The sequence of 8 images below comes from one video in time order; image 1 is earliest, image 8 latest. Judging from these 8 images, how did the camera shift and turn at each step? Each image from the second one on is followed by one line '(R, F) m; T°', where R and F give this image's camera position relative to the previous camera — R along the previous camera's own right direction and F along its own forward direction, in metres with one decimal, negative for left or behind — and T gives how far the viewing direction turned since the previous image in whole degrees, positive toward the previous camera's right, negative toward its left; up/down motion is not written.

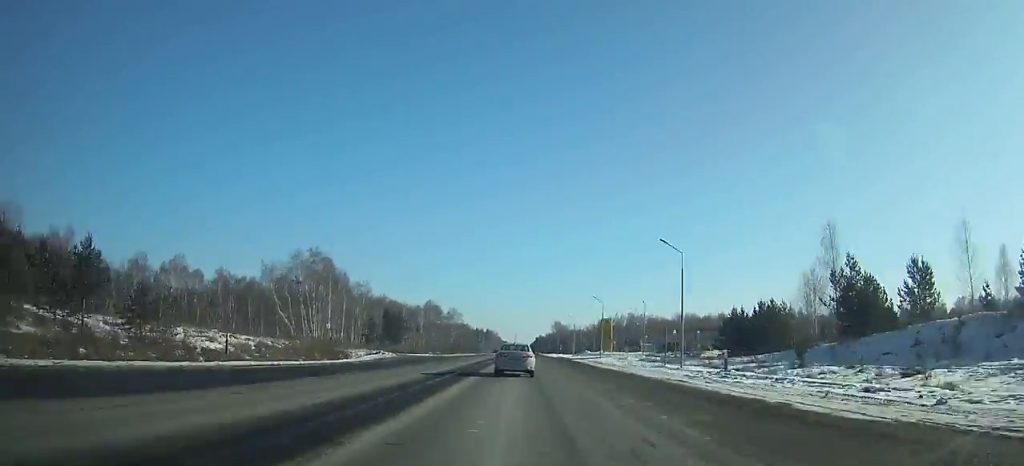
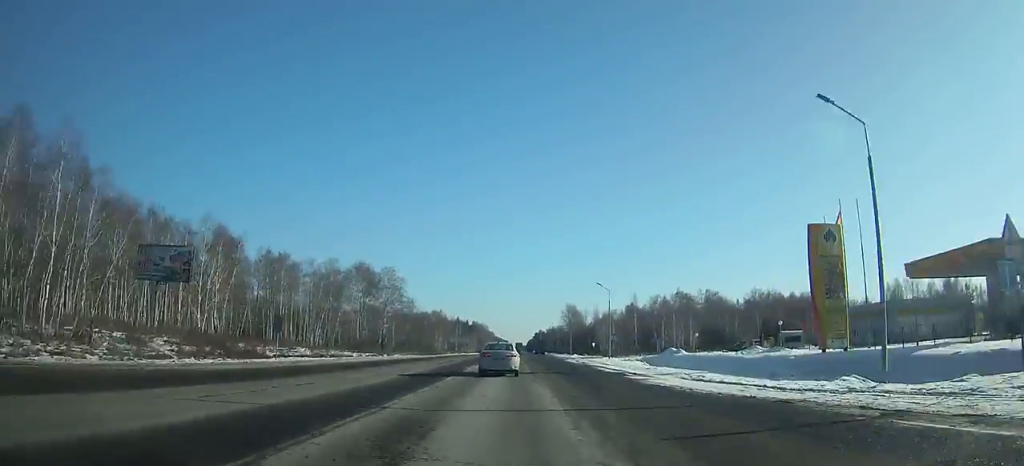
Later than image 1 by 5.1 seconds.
(-0.5, +105.8) m; 0°
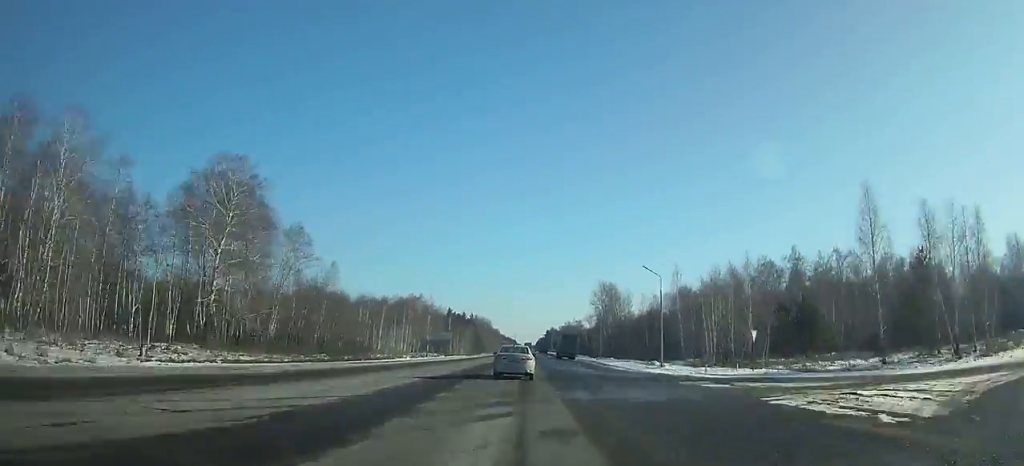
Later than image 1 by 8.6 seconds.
(-0.2, +72.0) m; 0°
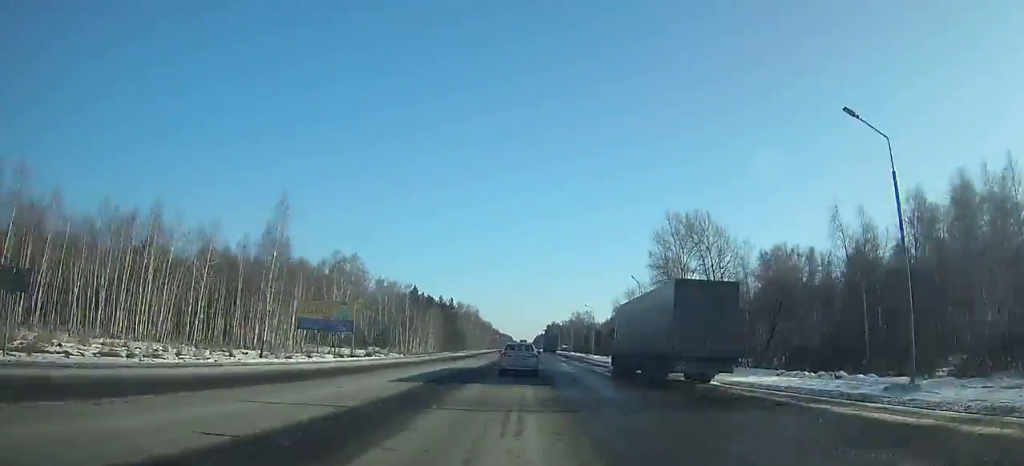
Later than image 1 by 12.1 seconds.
(+0.1, +71.1) m; 0°
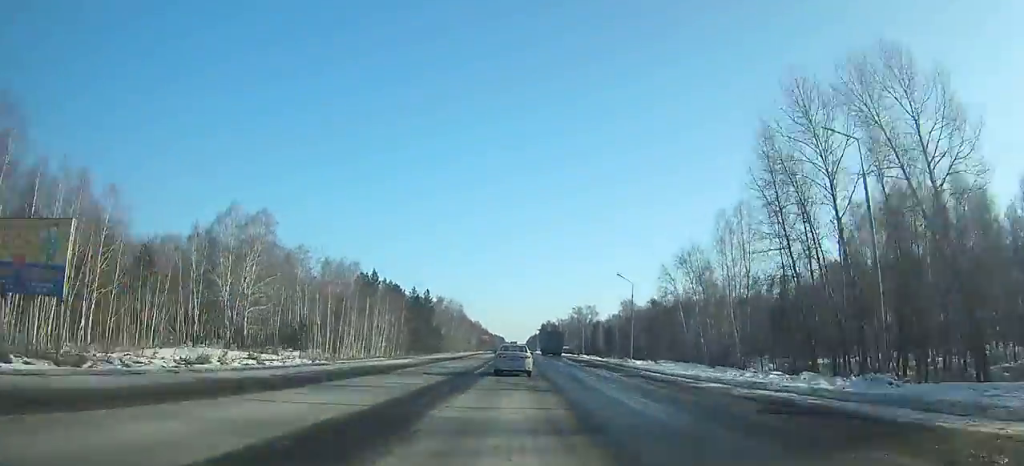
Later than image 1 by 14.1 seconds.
(+0.1, +40.3) m; 0°
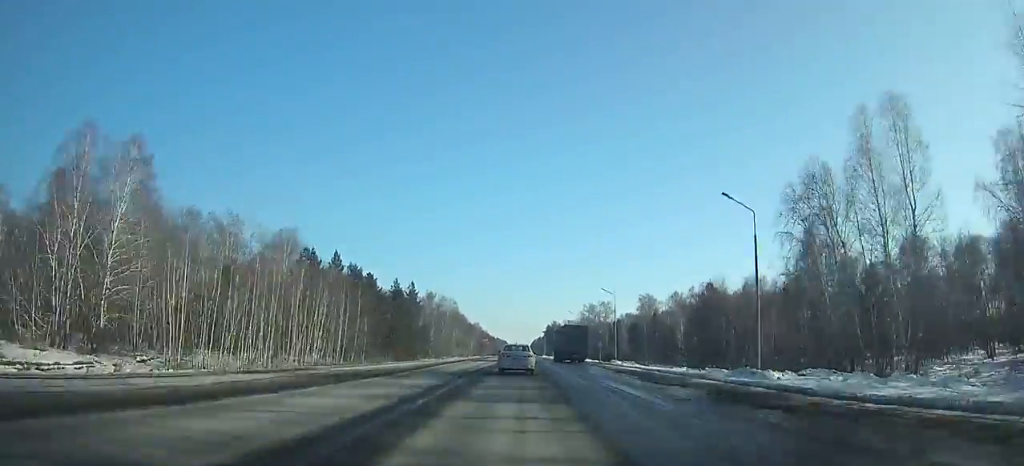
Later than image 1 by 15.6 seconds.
(+0.1, +30.1) m; 0°
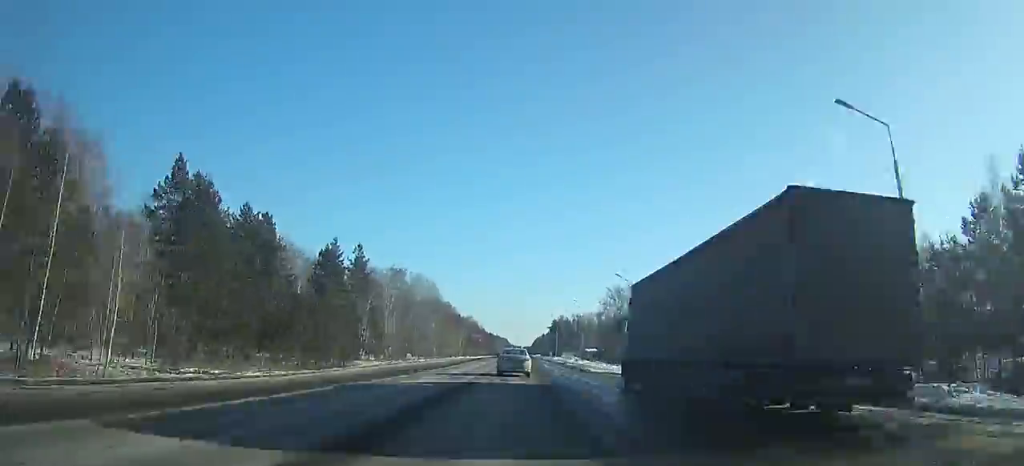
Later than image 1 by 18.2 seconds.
(0.0, +52.2) m; 0°
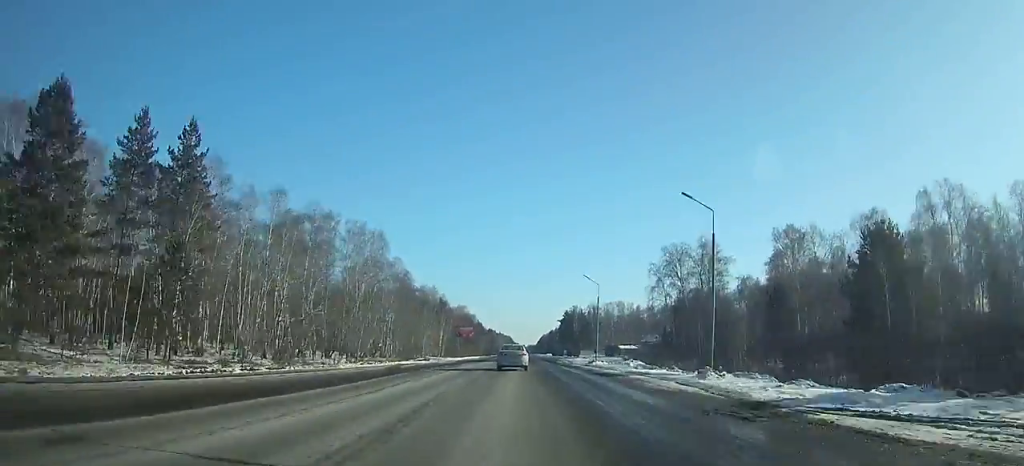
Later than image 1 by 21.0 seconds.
(-0.3, +56.4) m; 0°
